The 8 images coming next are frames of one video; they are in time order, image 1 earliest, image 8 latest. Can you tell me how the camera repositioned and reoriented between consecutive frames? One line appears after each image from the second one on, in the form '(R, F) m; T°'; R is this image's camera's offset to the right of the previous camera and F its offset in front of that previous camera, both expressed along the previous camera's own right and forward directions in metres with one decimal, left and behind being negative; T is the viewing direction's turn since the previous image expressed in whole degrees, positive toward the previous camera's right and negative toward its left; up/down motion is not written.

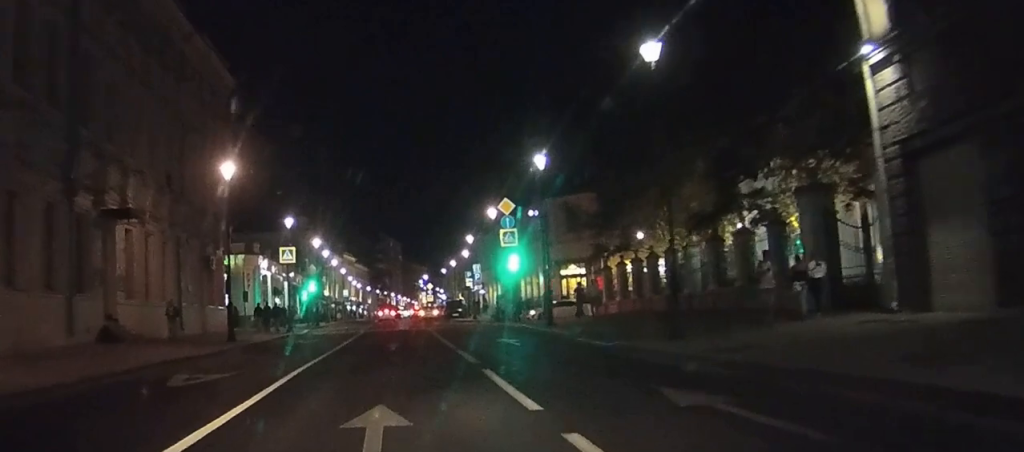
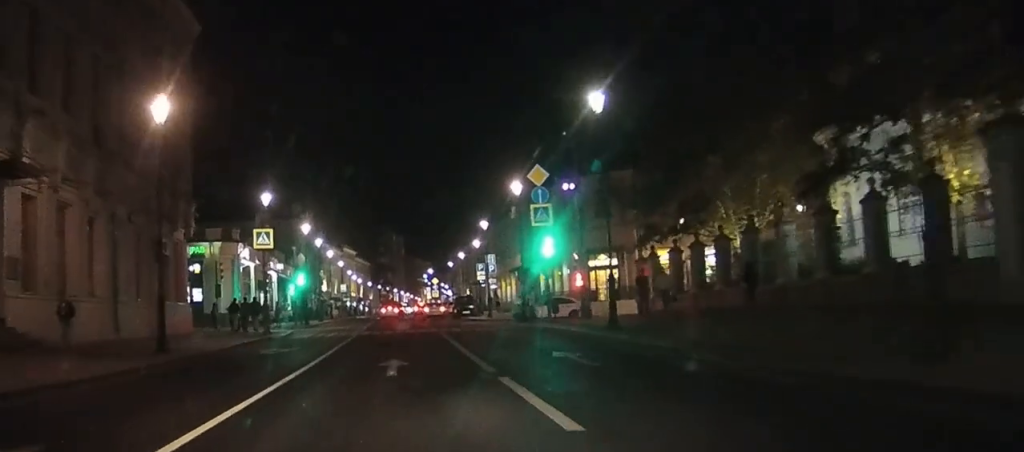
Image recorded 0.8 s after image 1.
(+0.6, +9.8) m; +2°
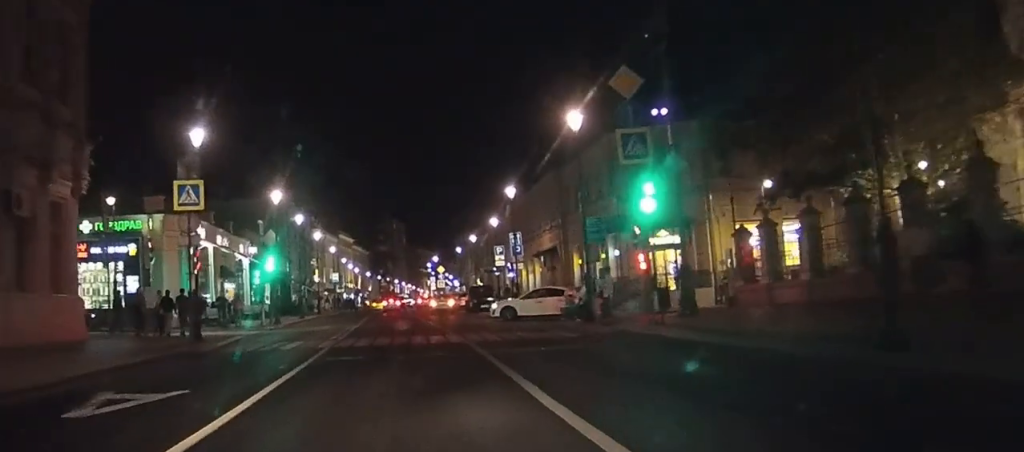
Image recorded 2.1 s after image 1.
(-0.4, +14.2) m; -3°
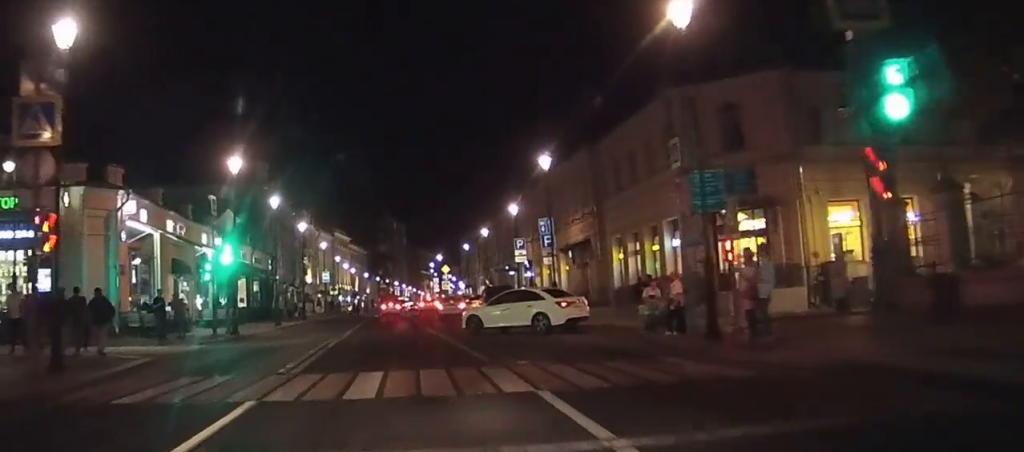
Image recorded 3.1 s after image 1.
(-0.2, +11.2) m; -1°
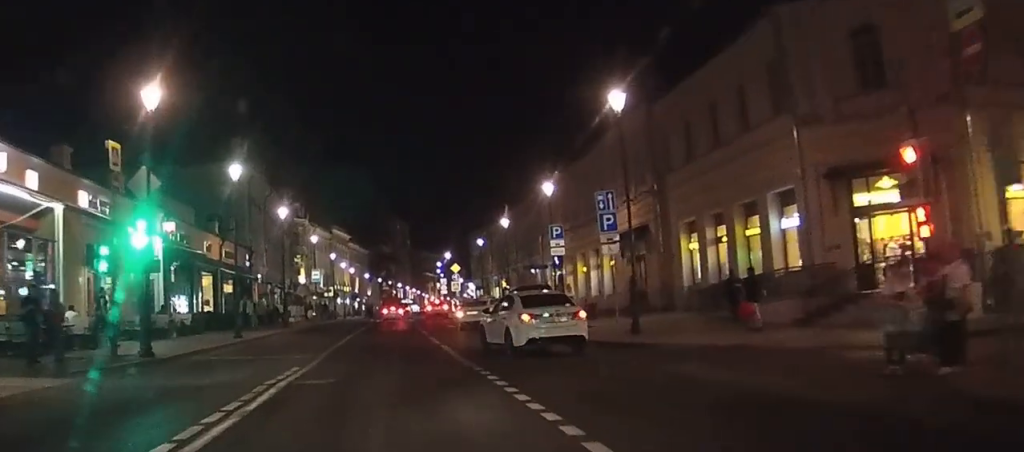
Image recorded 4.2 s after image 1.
(-0.1, +12.4) m; -1°
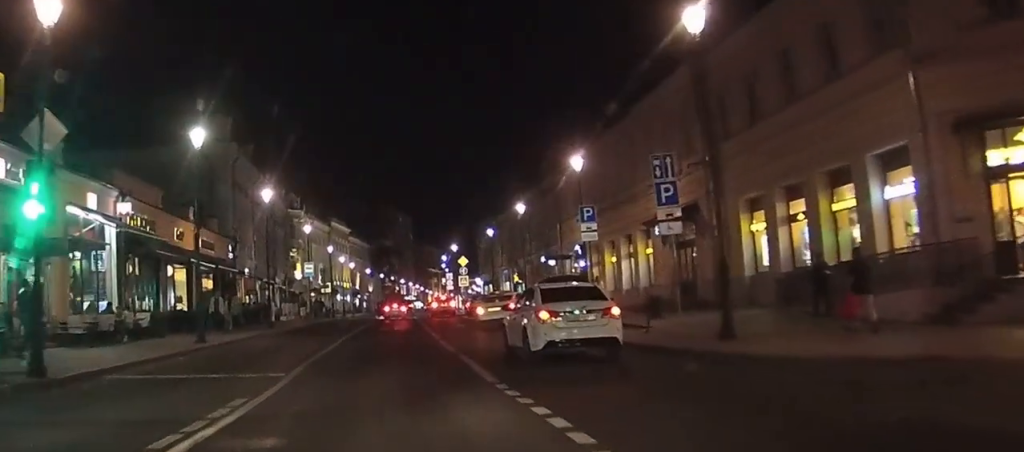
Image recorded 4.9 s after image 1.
(-0.1, +7.2) m; 0°
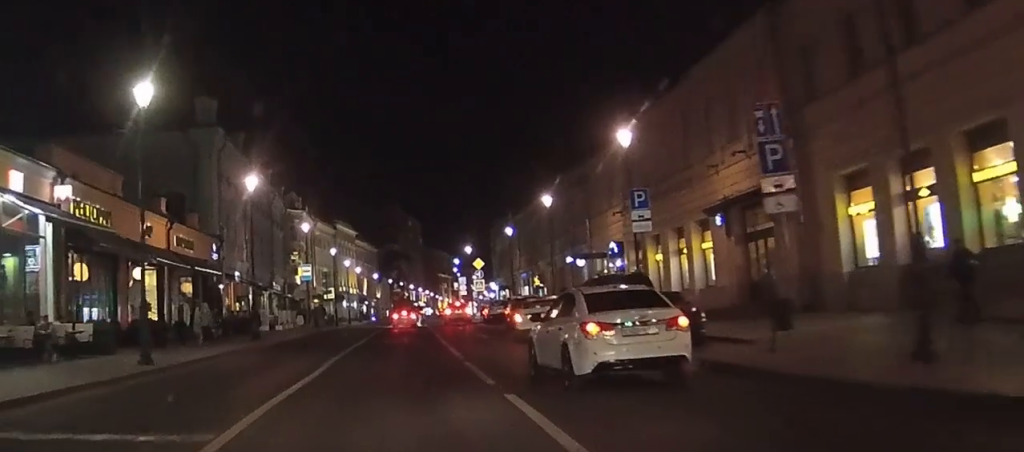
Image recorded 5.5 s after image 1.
(+0.1, +7.1) m; 0°
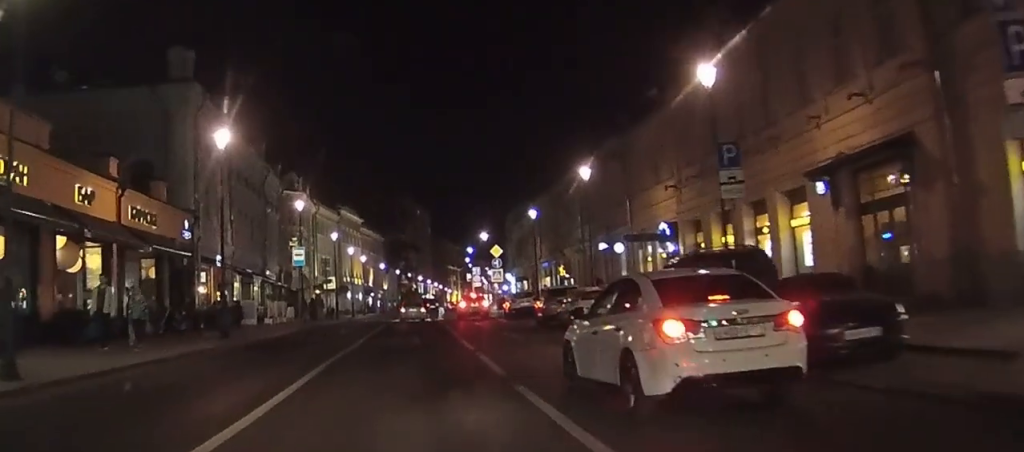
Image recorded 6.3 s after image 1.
(-0.1, +7.7) m; 0°
